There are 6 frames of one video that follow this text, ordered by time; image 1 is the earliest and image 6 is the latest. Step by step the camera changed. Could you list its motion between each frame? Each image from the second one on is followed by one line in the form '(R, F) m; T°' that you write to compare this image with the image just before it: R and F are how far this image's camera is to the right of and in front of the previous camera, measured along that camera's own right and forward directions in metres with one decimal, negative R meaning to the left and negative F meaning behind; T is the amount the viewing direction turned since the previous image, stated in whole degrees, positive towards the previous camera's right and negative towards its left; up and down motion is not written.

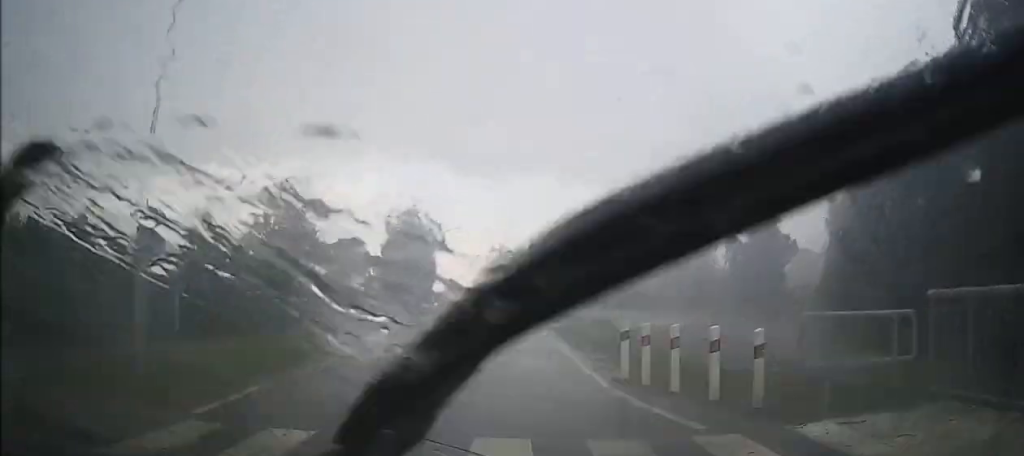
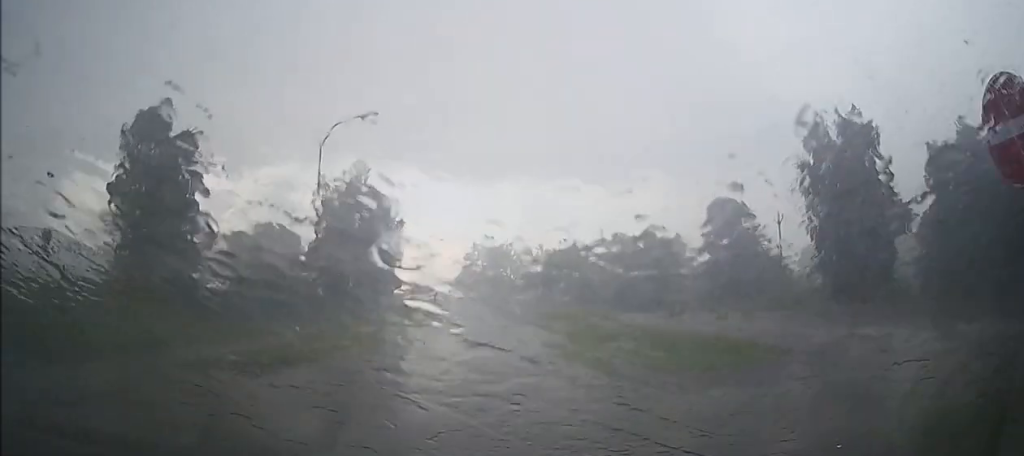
(-0.2, +31.8) m; +1°
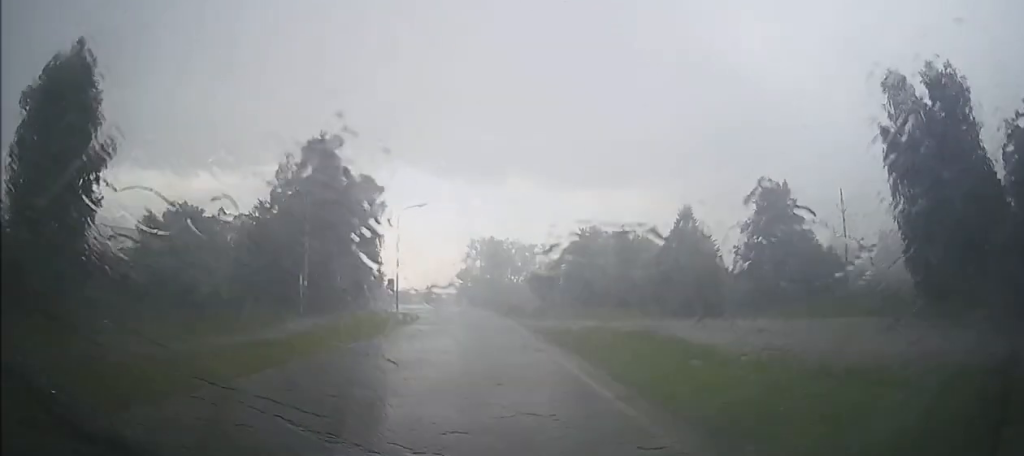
(+0.1, +15.8) m; +1°
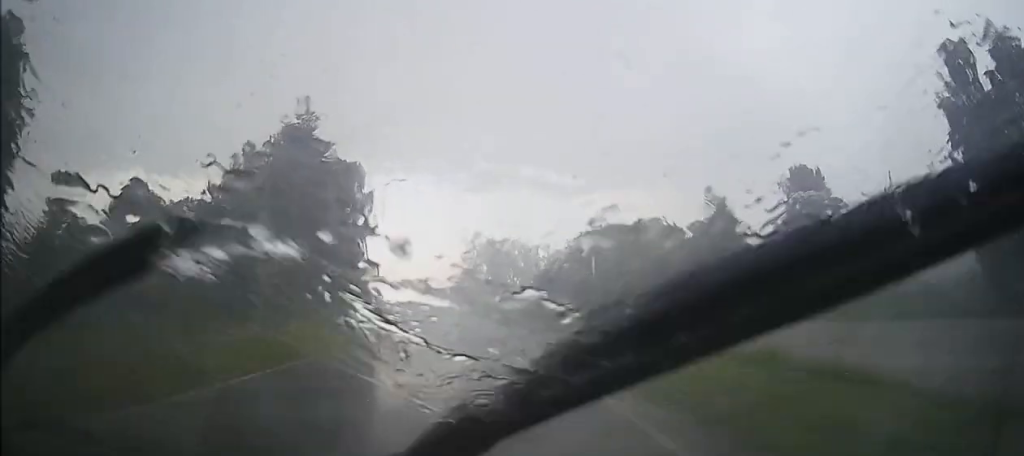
(0.0, +9.0) m; +1°
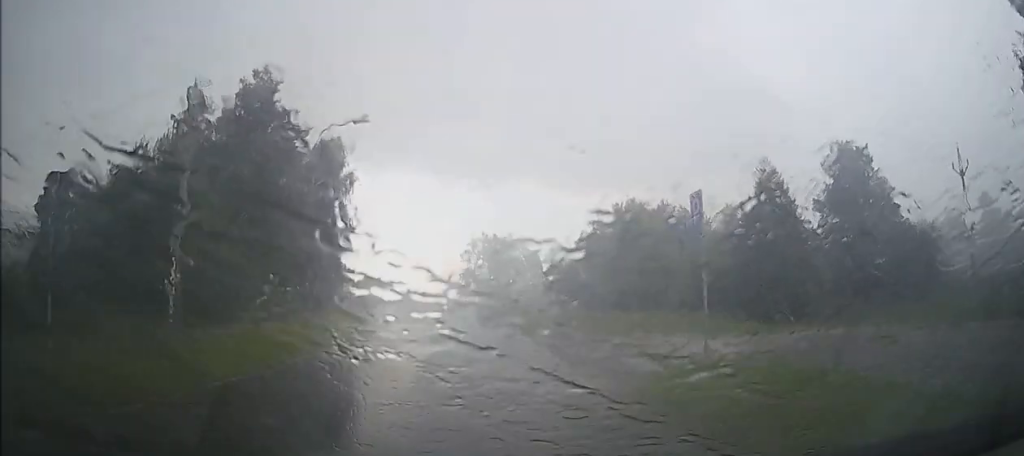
(+0.2, +10.4) m; -1°
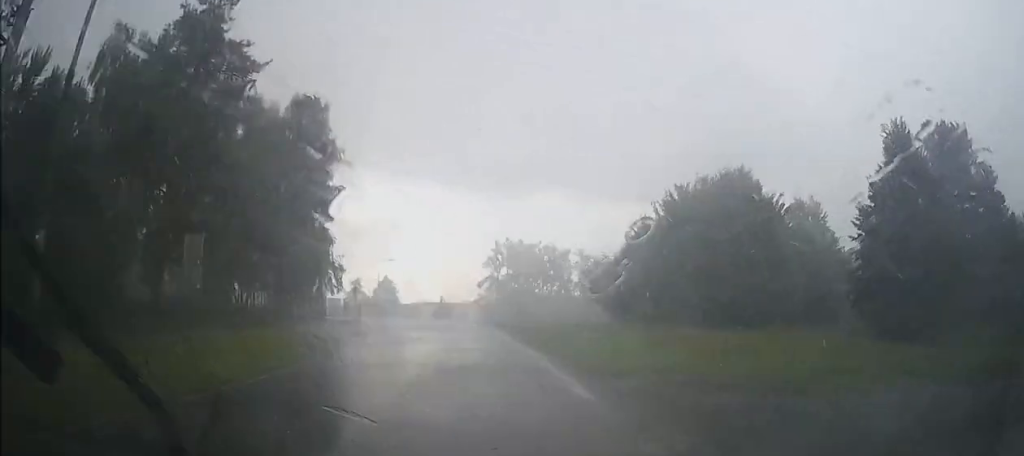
(-0.4, +13.8) m; -3°
